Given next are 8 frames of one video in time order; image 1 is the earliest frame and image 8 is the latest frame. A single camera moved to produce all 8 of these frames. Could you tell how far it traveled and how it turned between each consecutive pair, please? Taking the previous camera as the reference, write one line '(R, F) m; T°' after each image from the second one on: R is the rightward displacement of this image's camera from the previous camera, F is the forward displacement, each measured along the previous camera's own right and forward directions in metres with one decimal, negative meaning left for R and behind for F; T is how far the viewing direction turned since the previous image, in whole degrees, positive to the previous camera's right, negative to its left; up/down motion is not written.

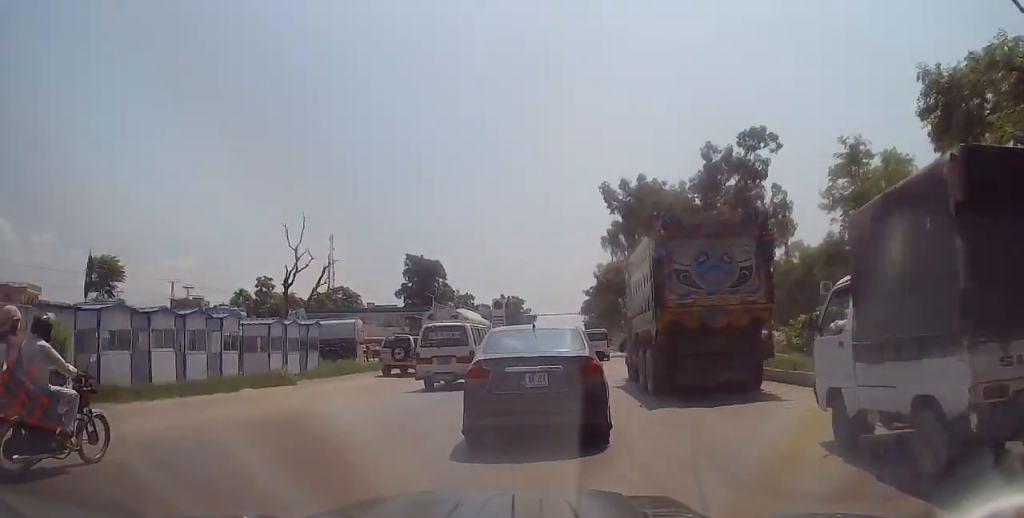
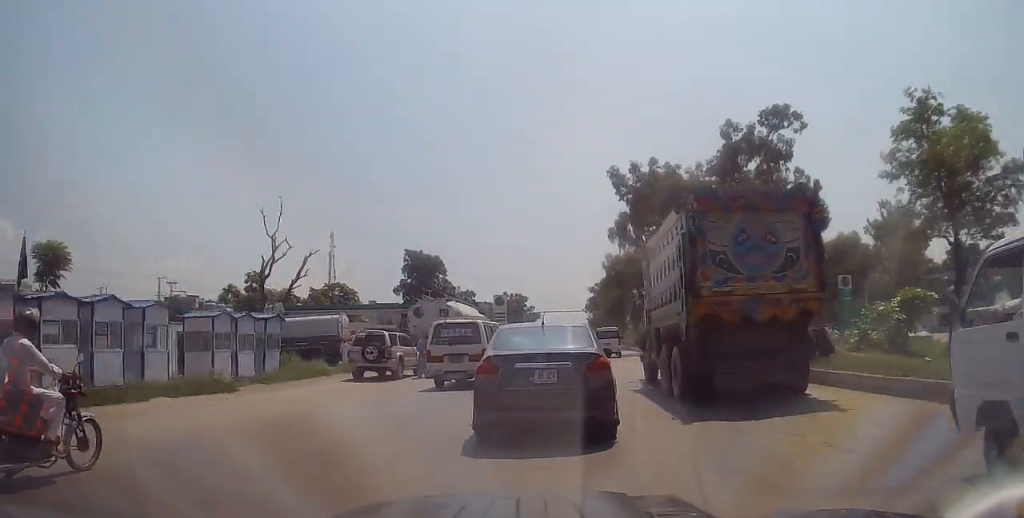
(-0.1, +4.7) m; -1°
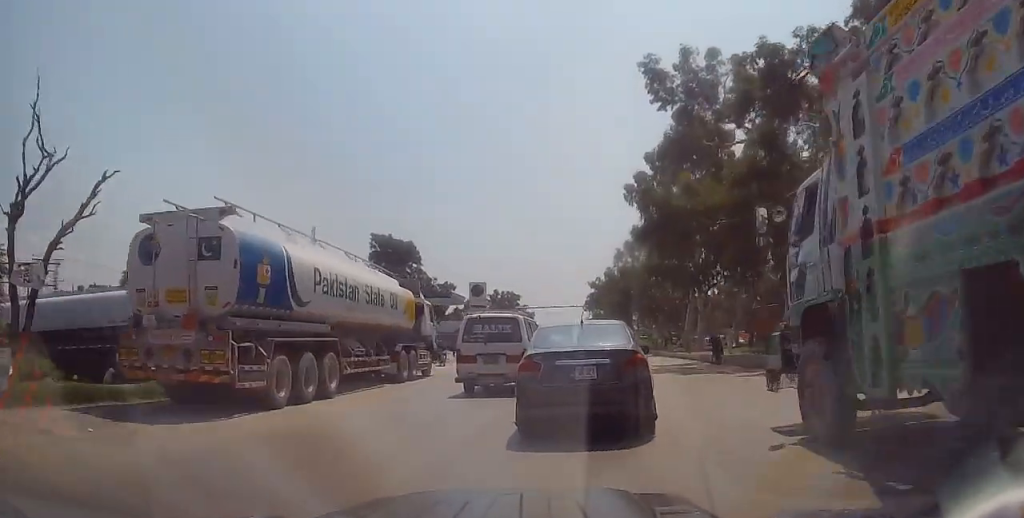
(-1.0, +22.3) m; -1°
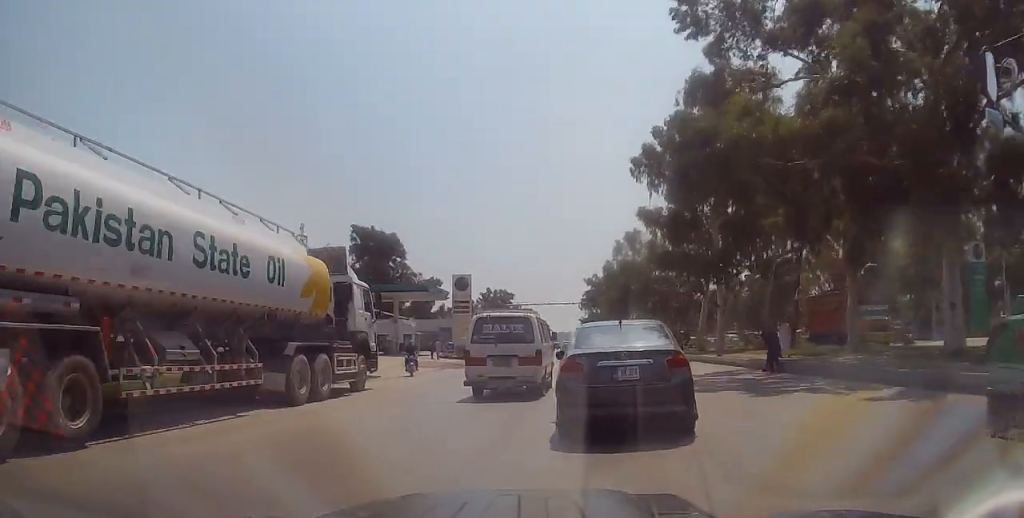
(0.0, +8.5) m; +2°
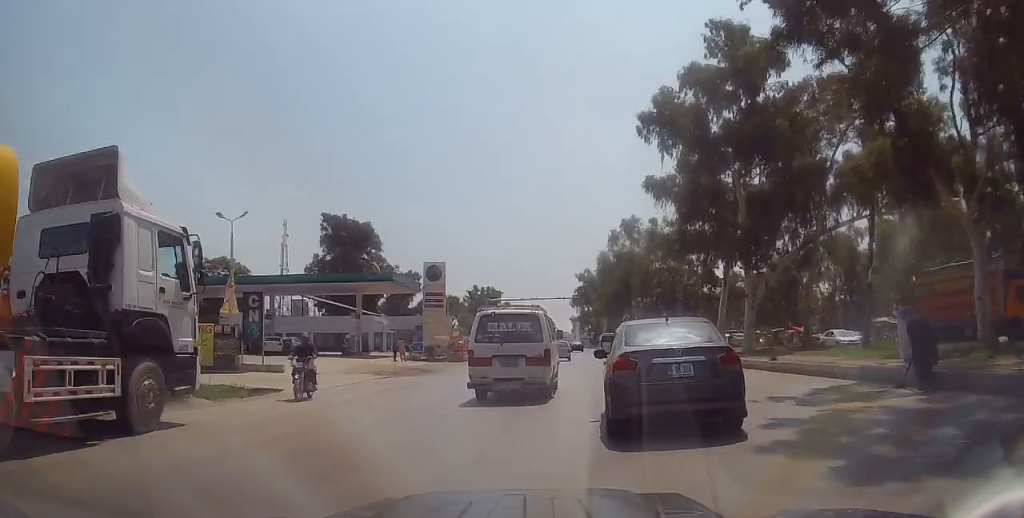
(+0.3, +9.4) m; +2°
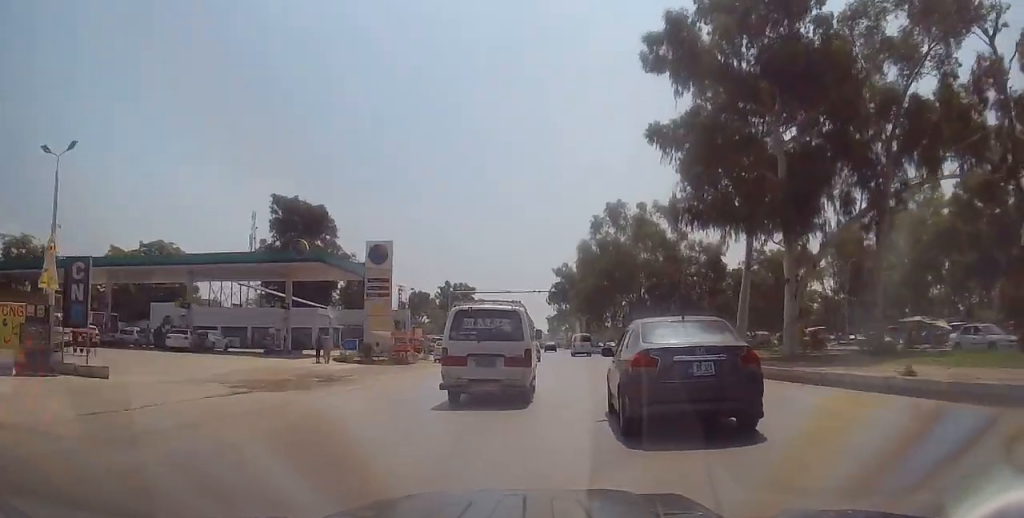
(0.0, +10.5) m; +1°
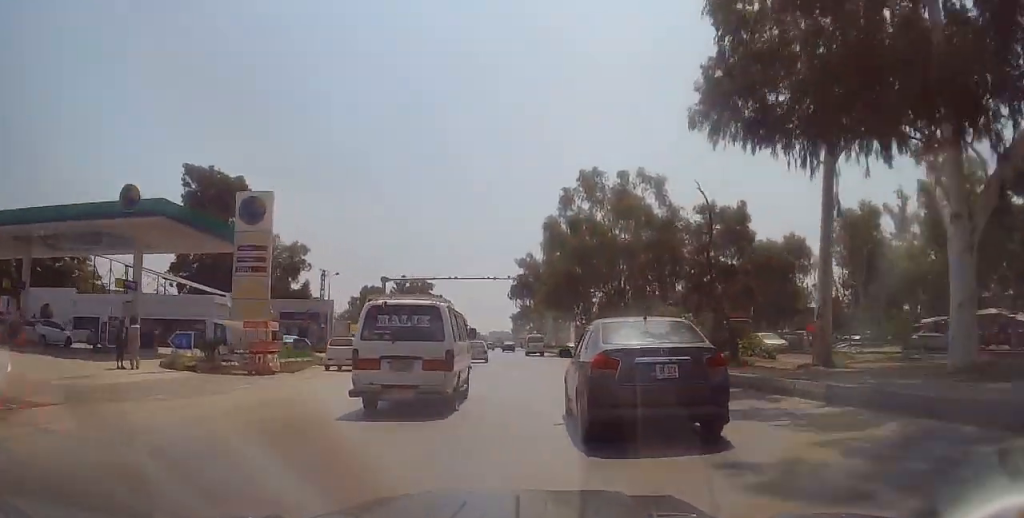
(+0.2, +14.5) m; 0°
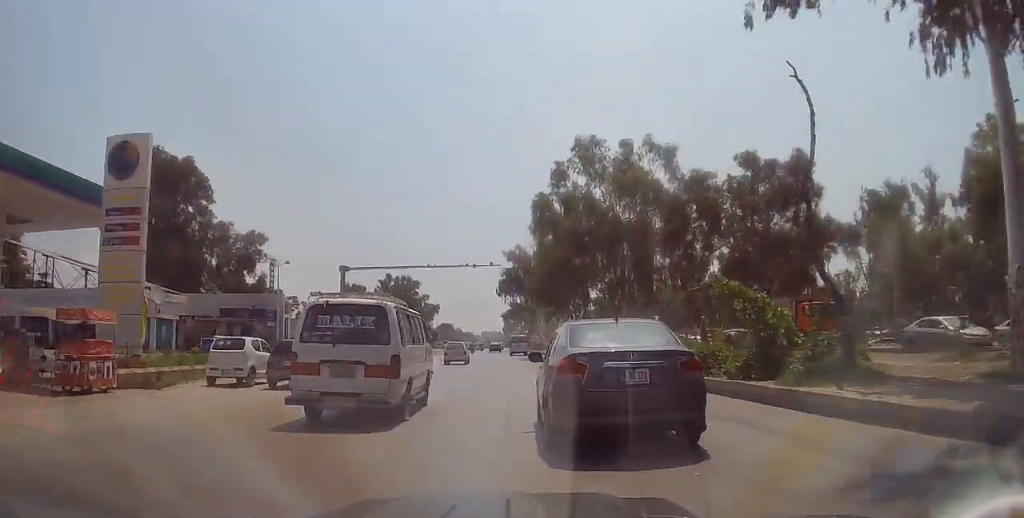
(-0.2, +9.8) m; 0°
